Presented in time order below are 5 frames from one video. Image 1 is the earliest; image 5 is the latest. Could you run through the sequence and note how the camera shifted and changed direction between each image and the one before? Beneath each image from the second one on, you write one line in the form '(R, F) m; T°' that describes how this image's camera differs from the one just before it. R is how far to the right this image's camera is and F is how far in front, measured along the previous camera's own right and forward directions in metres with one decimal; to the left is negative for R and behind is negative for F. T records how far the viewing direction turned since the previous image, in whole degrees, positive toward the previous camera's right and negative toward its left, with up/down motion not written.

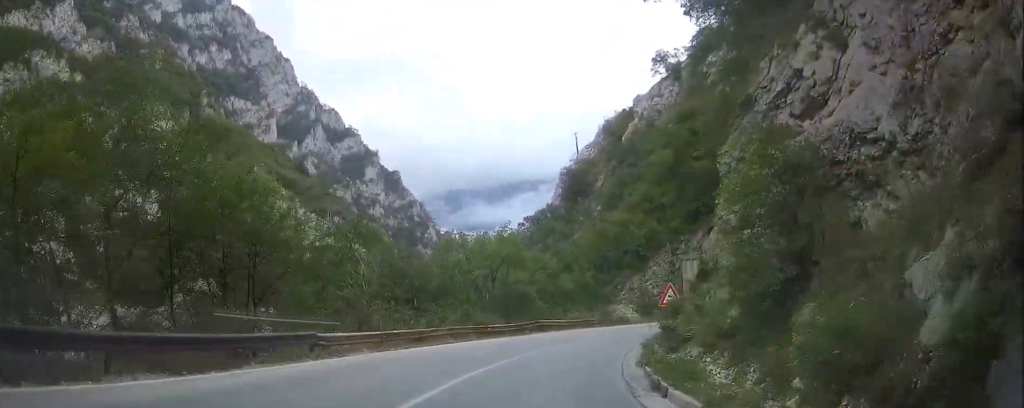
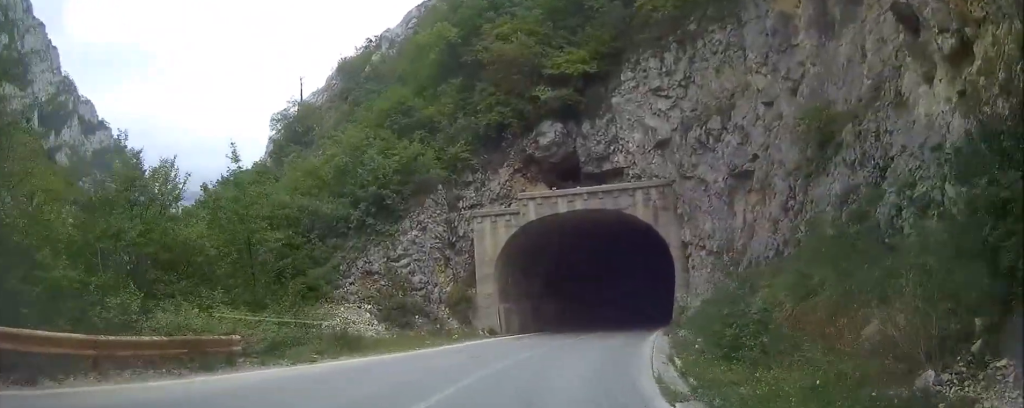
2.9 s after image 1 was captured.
(+11.4, +32.3) m; +35°
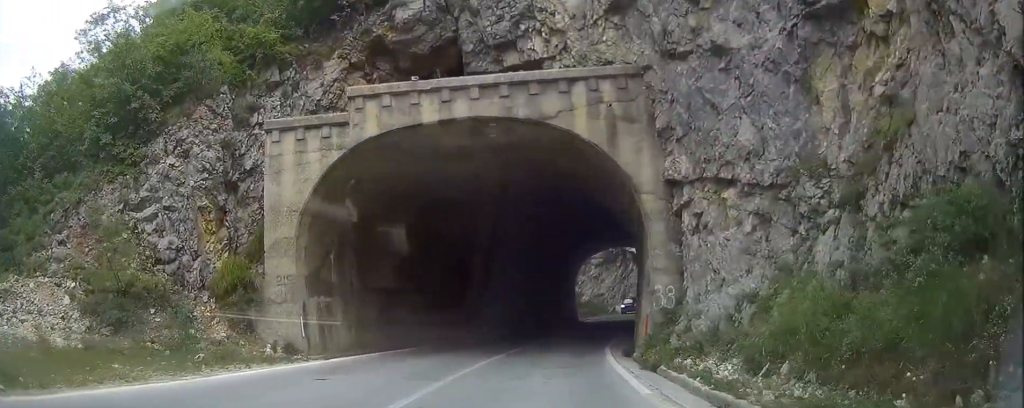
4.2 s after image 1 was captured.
(+1.0, +15.8) m; +7°
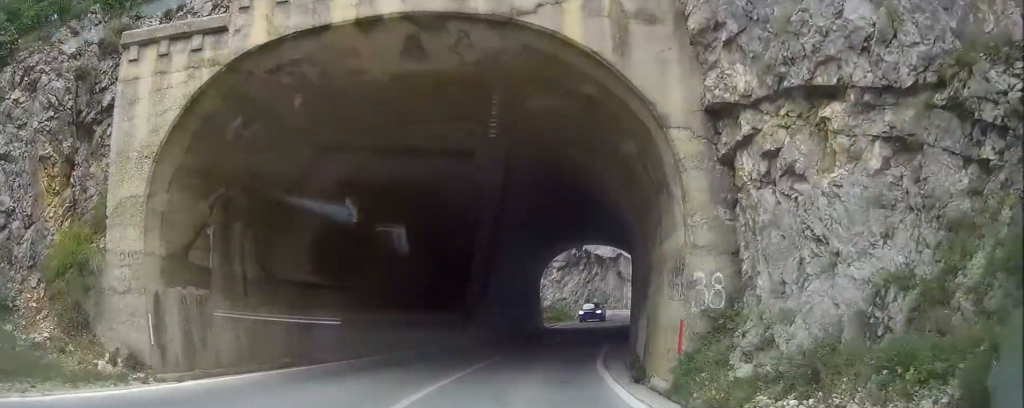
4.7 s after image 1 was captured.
(-0.1, +6.2) m; +3°
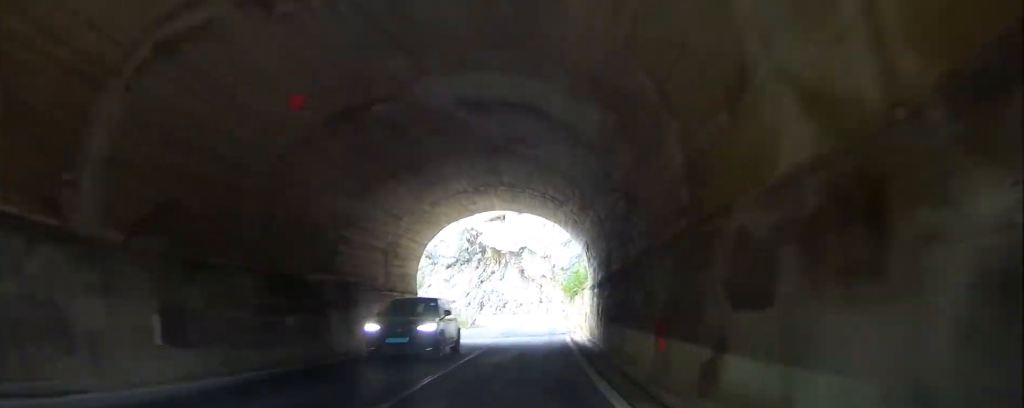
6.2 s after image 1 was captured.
(+1.3, +18.6) m; +3°
